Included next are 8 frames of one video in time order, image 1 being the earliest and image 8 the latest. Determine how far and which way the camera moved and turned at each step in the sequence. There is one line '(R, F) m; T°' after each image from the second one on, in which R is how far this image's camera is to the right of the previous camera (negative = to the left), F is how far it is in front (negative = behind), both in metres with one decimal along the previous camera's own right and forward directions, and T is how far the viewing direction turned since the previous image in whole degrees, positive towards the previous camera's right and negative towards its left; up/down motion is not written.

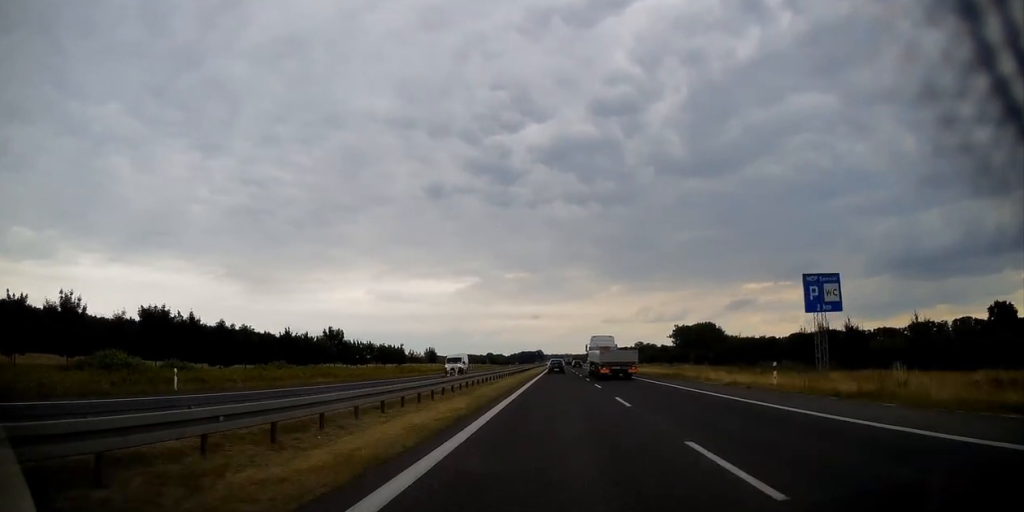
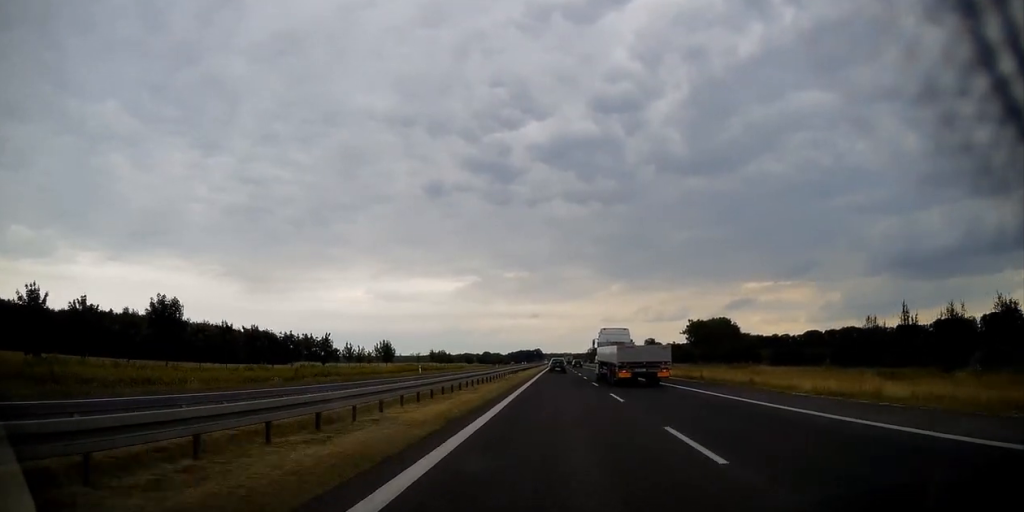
(0.0, +46.3) m; 0°
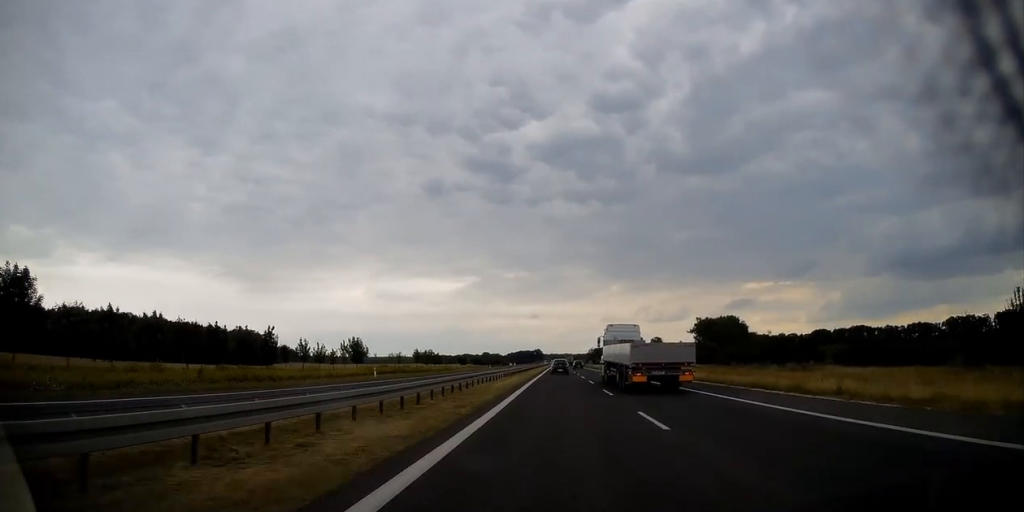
(0.0, +20.2) m; 0°
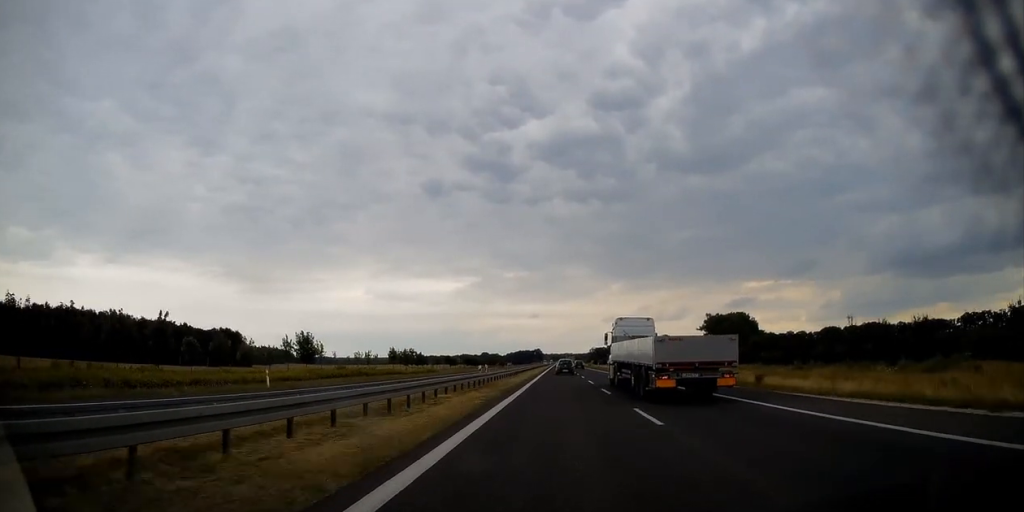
(-0.1, +23.3) m; 0°
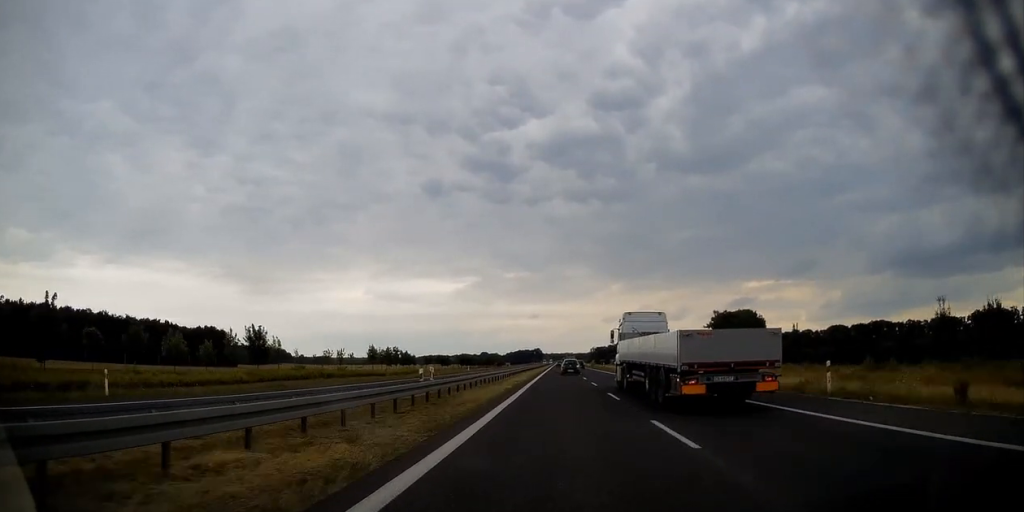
(0.0, +15.5) m; 0°
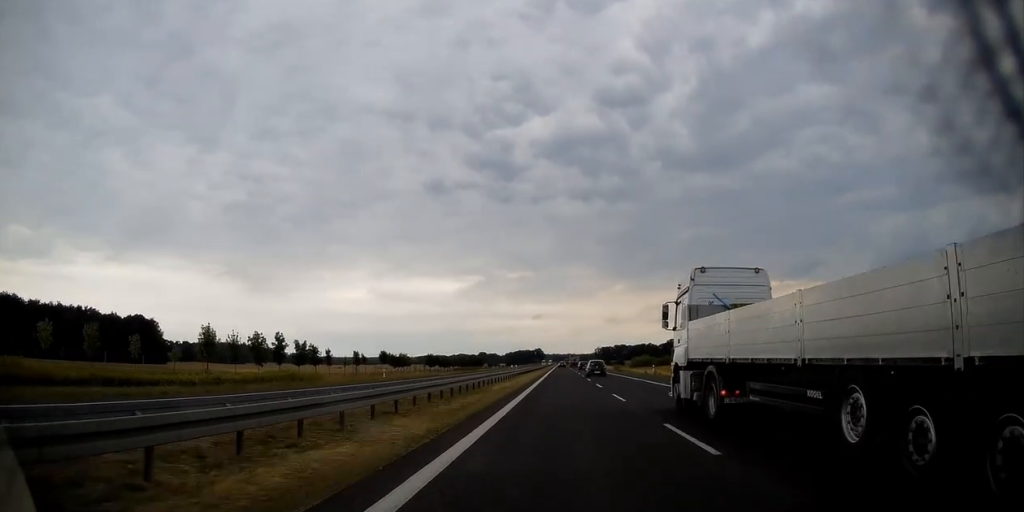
(+0.1, +60.9) m; 0°
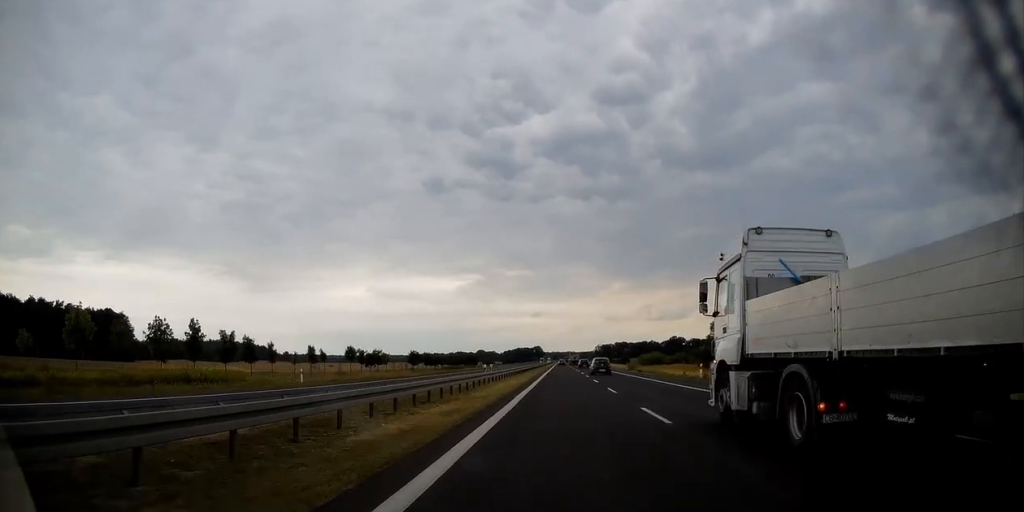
(0.0, +20.3) m; 0°
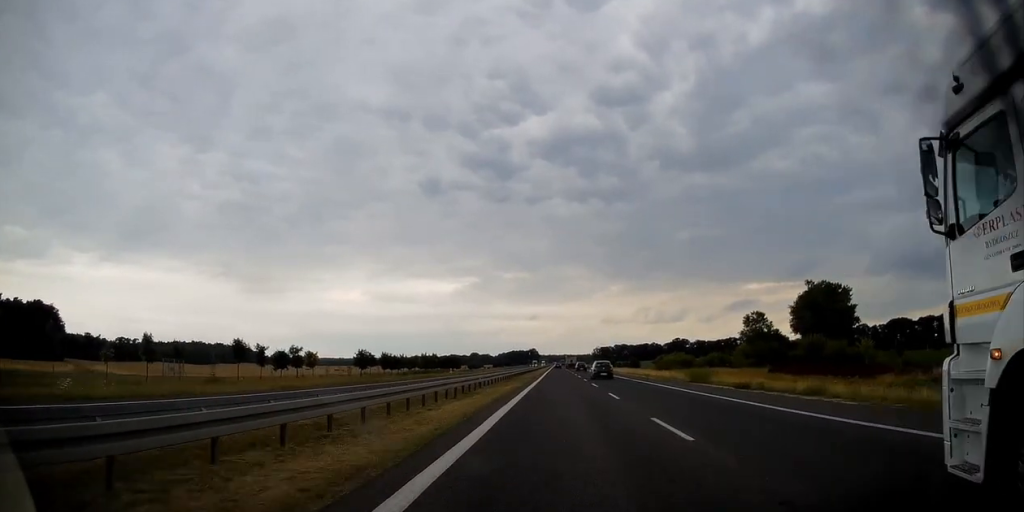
(+0.2, +38.3) m; 0°
